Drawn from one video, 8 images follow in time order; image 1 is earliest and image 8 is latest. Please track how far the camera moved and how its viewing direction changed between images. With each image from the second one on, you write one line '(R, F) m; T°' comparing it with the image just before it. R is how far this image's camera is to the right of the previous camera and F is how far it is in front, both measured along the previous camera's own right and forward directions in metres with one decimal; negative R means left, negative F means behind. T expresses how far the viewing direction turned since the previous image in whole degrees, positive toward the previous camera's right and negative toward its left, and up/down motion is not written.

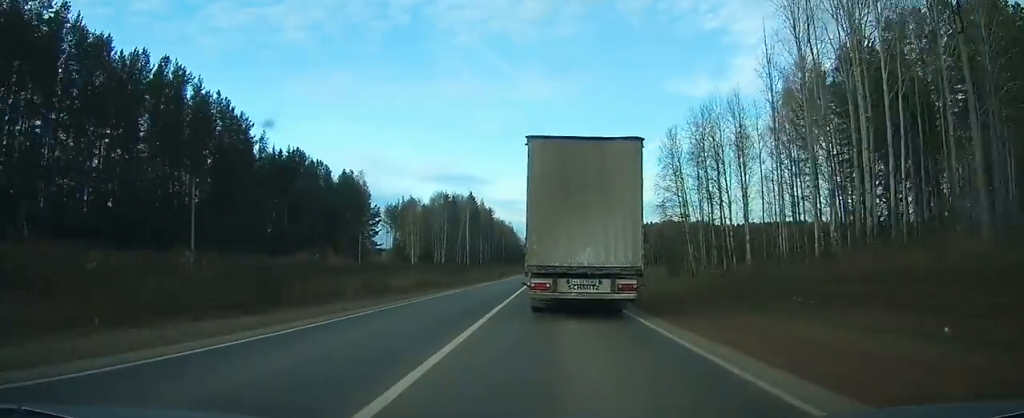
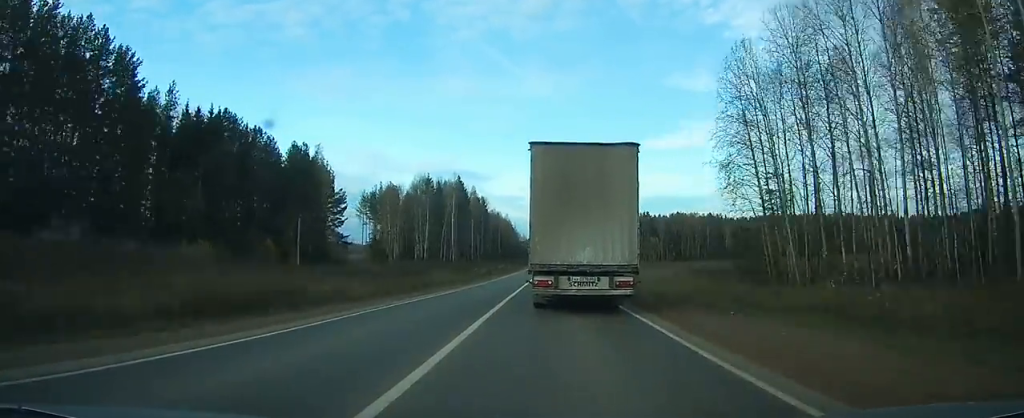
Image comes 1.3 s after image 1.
(+0.1, +30.4) m; 0°
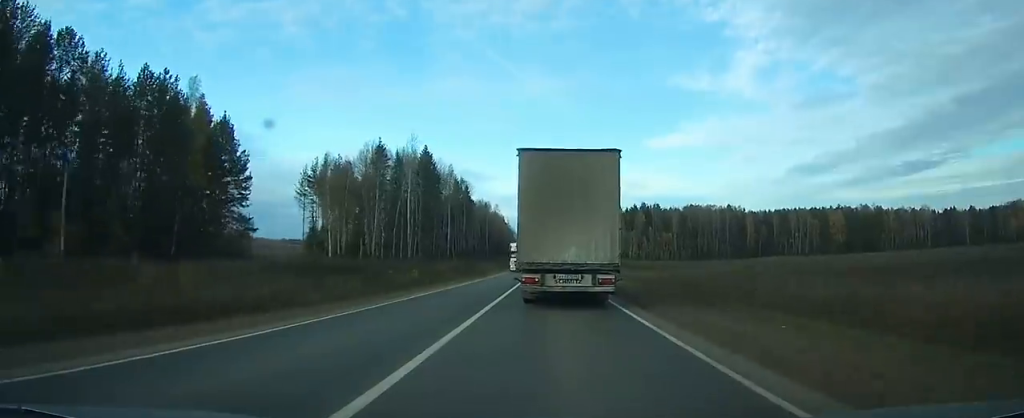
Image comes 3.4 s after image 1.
(+0.2, +44.8) m; 0°
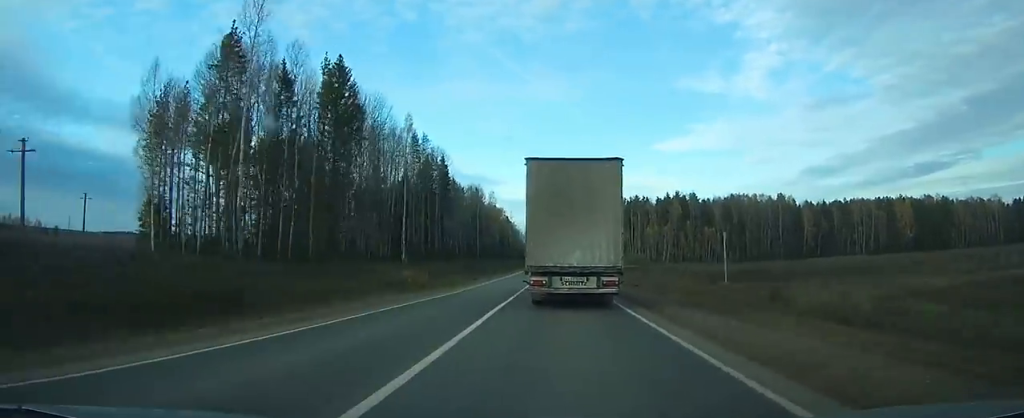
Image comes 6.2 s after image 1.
(0.0, +60.3) m; 0°
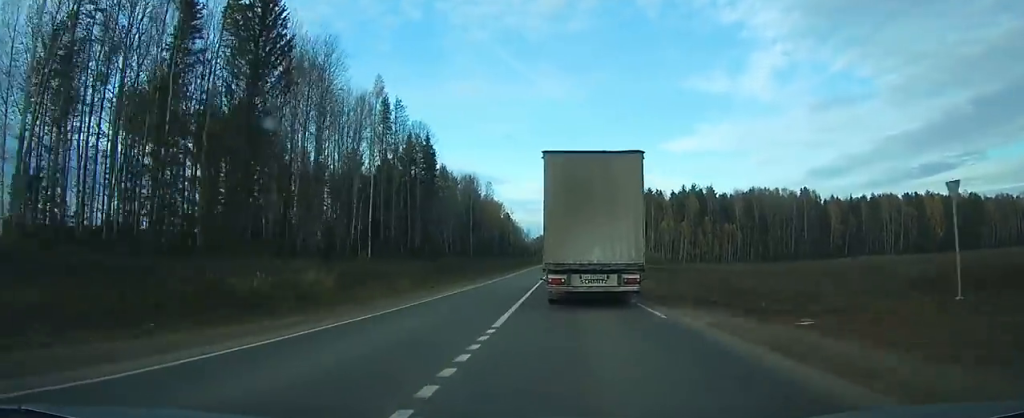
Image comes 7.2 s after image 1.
(-0.1, +23.1) m; 0°
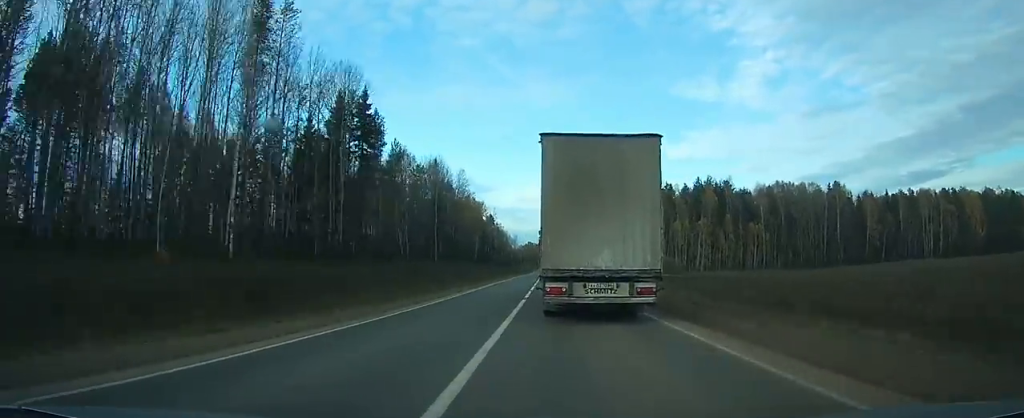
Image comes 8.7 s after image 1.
(-0.2, +36.4) m; 0°
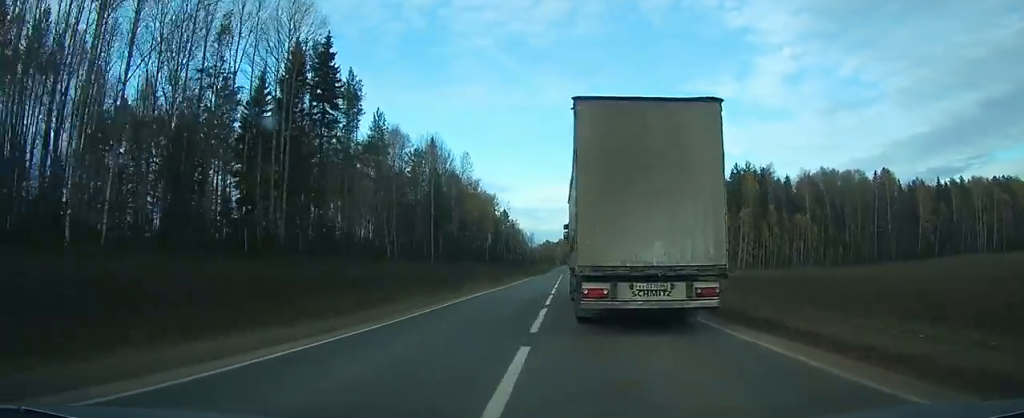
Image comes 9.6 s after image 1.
(0.0, +20.6) m; 0°
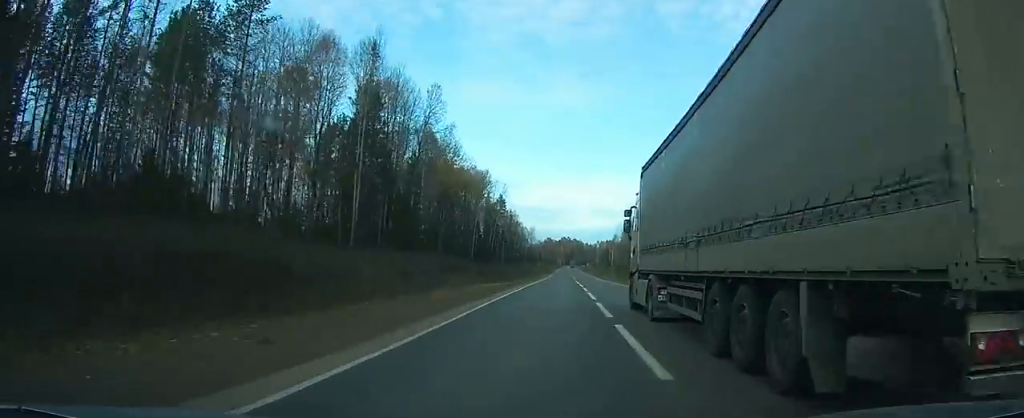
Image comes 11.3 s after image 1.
(-0.1, +41.0) m; 0°
